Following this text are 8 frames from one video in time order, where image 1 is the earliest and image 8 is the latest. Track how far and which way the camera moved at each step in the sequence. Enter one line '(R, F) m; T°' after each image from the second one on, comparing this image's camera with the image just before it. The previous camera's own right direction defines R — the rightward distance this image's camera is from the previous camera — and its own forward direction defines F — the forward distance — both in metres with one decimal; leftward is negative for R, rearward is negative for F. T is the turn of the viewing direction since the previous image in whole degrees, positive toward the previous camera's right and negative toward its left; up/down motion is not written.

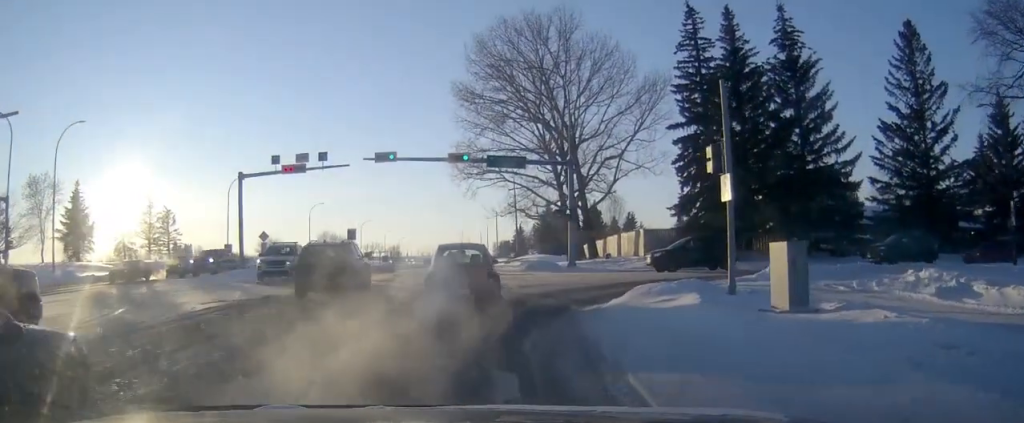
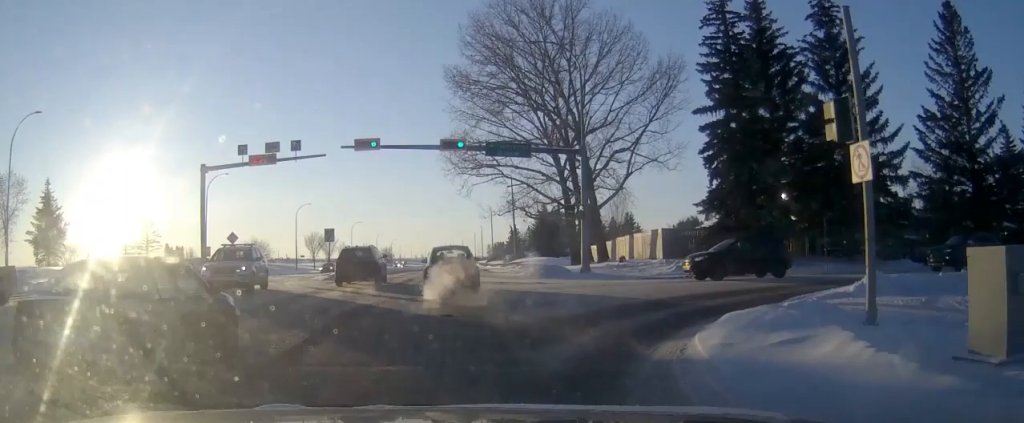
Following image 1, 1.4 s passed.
(0.0, +7.2) m; 0°
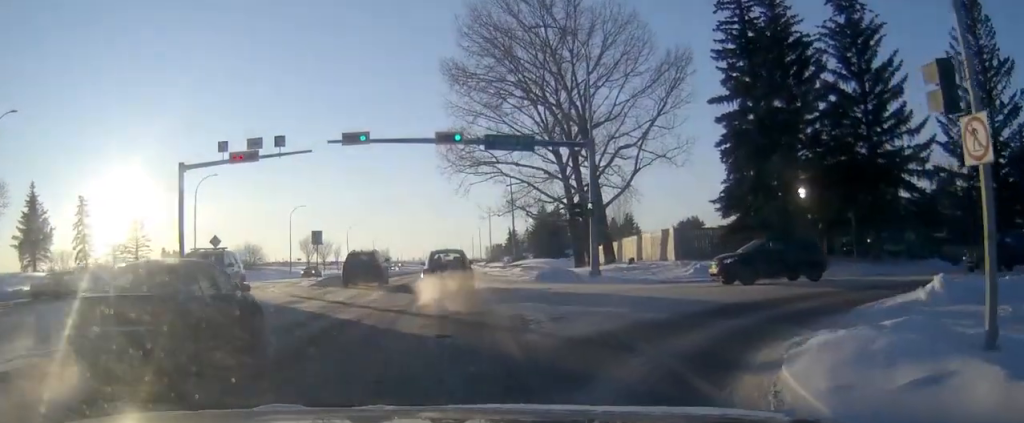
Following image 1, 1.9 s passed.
(0.0, +3.4) m; 0°
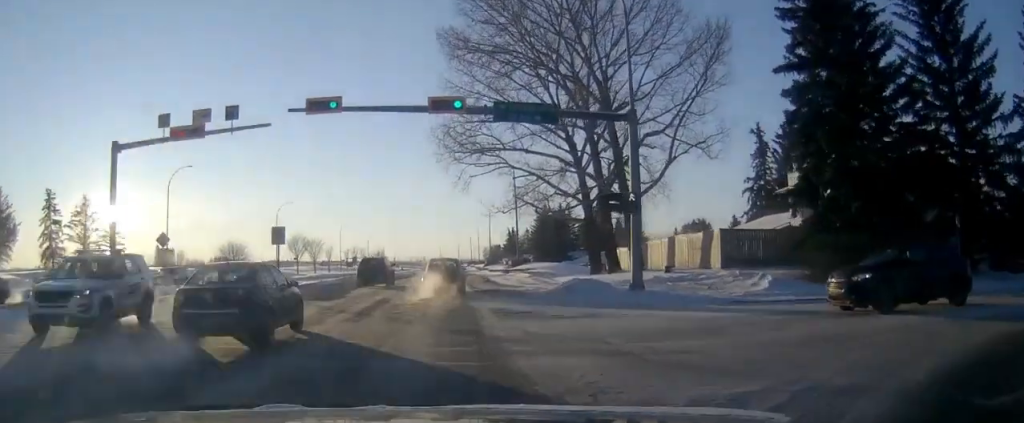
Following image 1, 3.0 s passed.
(0.0, +9.0) m; 0°
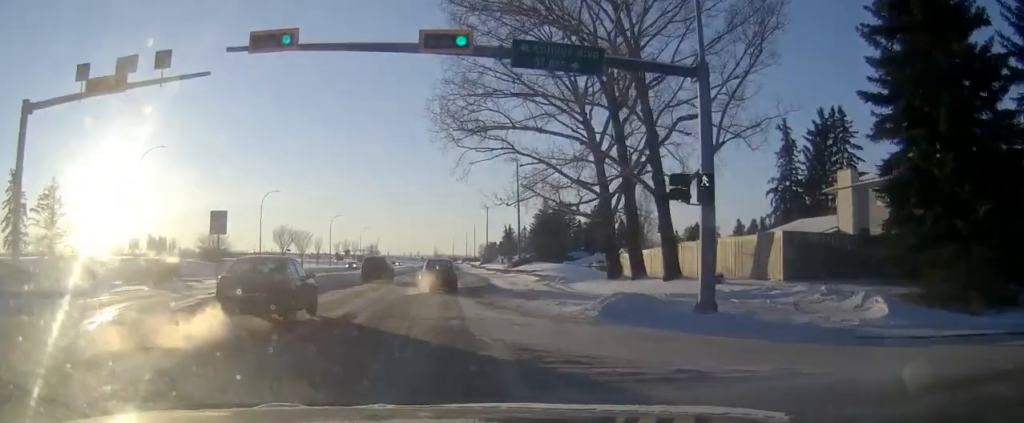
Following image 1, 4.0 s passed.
(0.0, +8.3) m; 0°
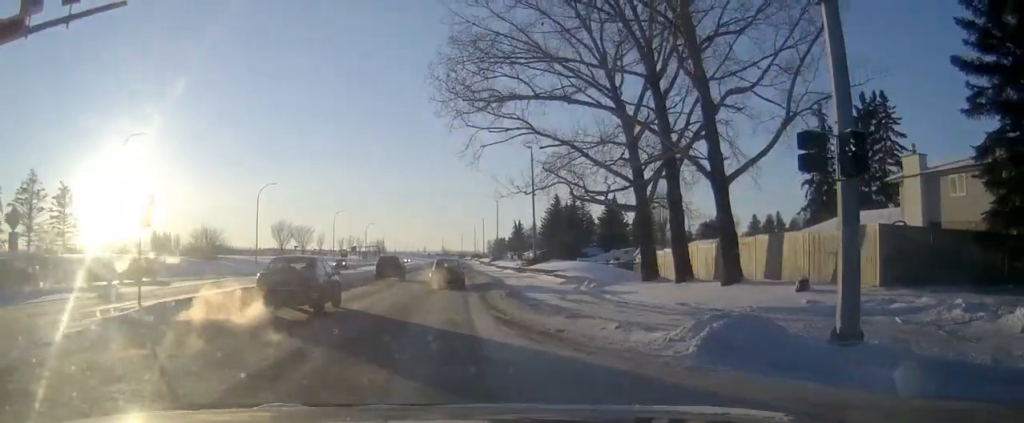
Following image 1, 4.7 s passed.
(0.0, +7.1) m; 0°
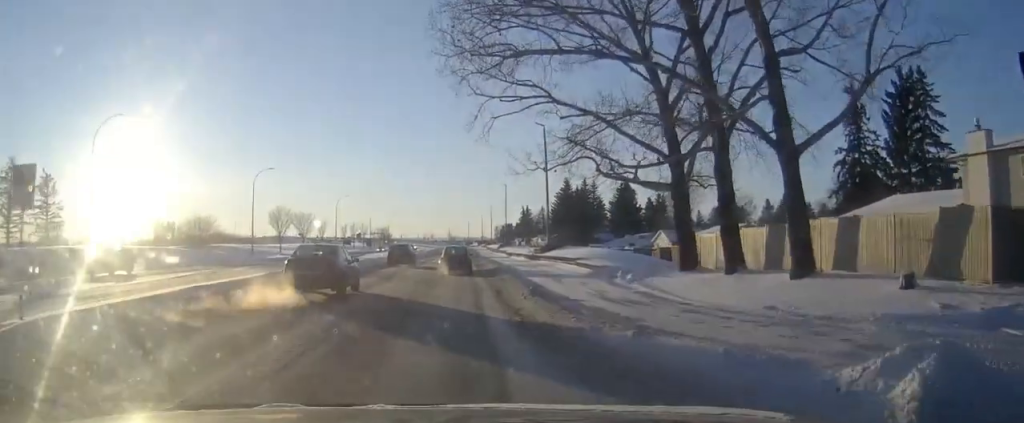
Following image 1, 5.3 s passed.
(0.0, +5.9) m; 0°
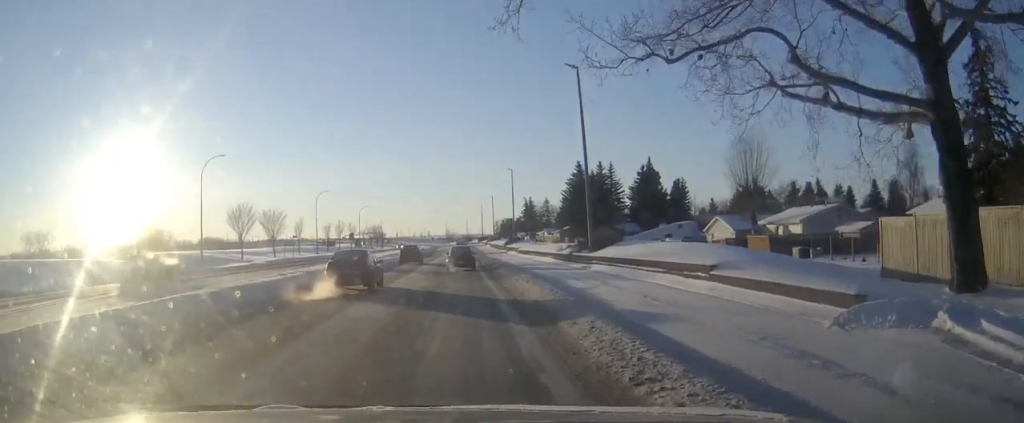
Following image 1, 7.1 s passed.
(0.0, +21.4) m; 0°
